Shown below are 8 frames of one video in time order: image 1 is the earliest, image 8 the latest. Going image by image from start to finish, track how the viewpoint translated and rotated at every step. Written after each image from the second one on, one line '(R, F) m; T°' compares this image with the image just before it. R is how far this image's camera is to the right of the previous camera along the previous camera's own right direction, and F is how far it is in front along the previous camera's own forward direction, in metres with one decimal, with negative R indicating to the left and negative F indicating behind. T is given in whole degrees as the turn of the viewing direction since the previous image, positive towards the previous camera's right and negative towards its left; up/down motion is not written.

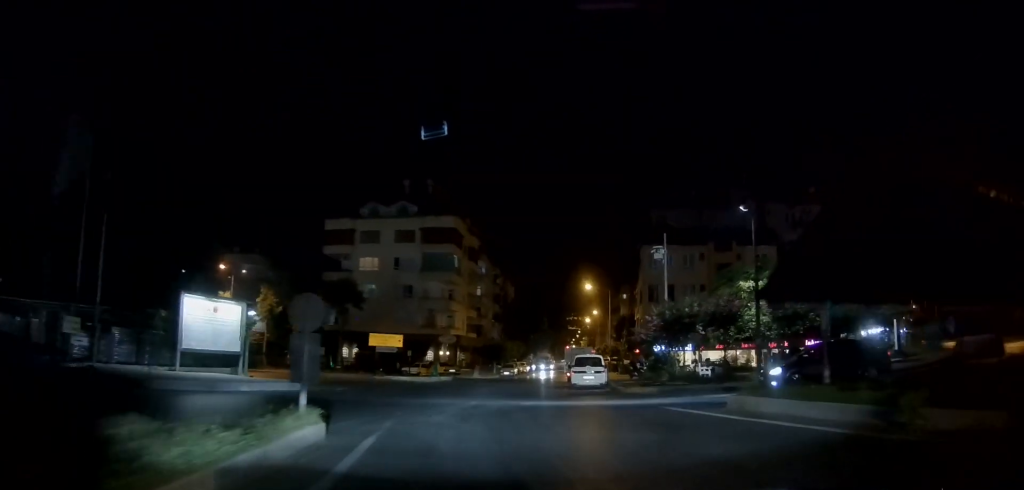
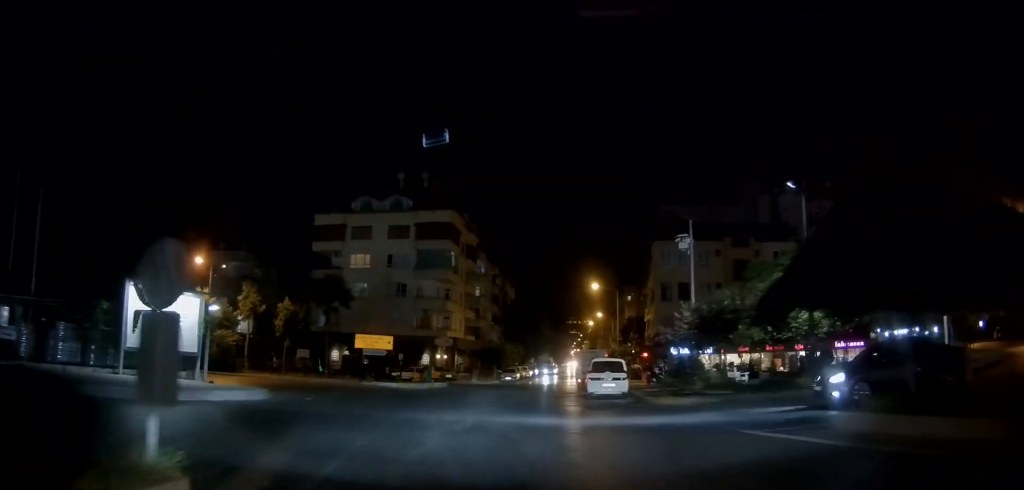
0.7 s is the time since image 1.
(0.0, +4.2) m; -1°
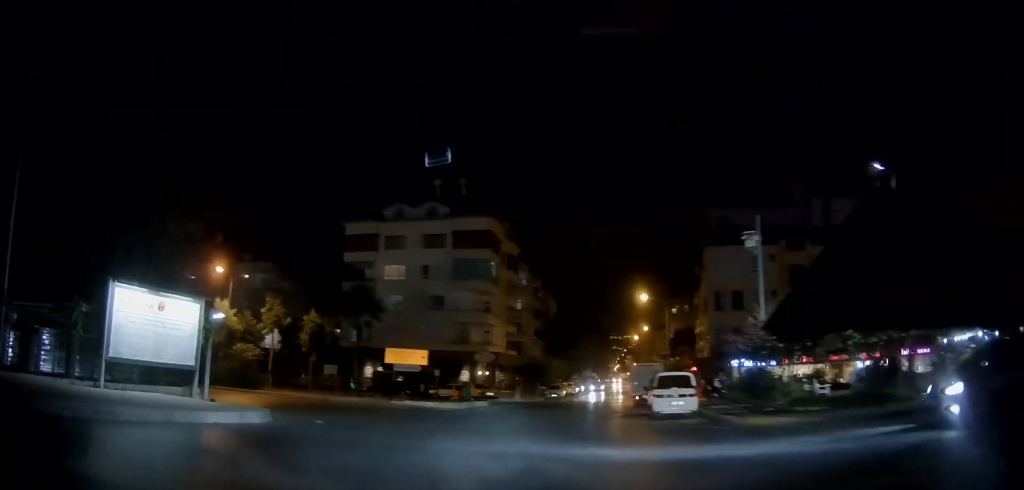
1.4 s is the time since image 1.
(+0.1, +3.5) m; -3°
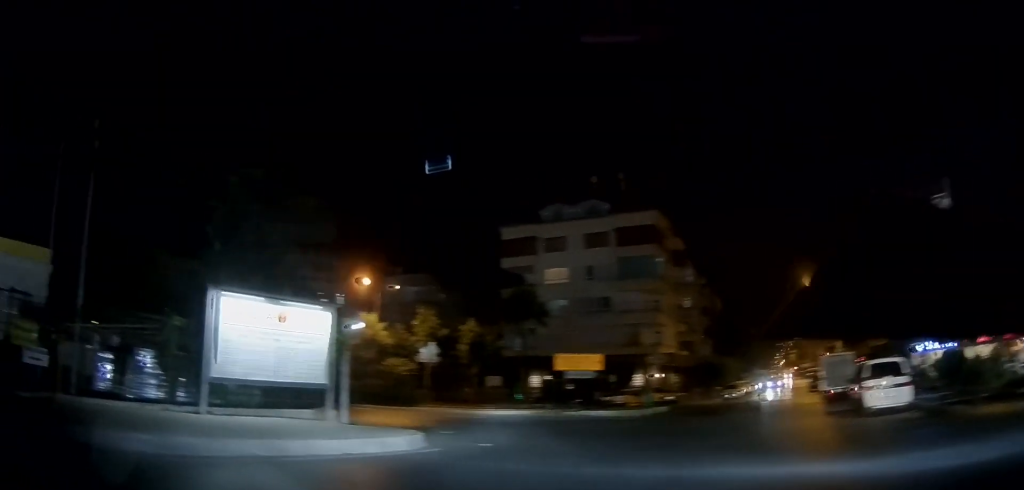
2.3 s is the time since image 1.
(-0.2, +3.6) m; -21°
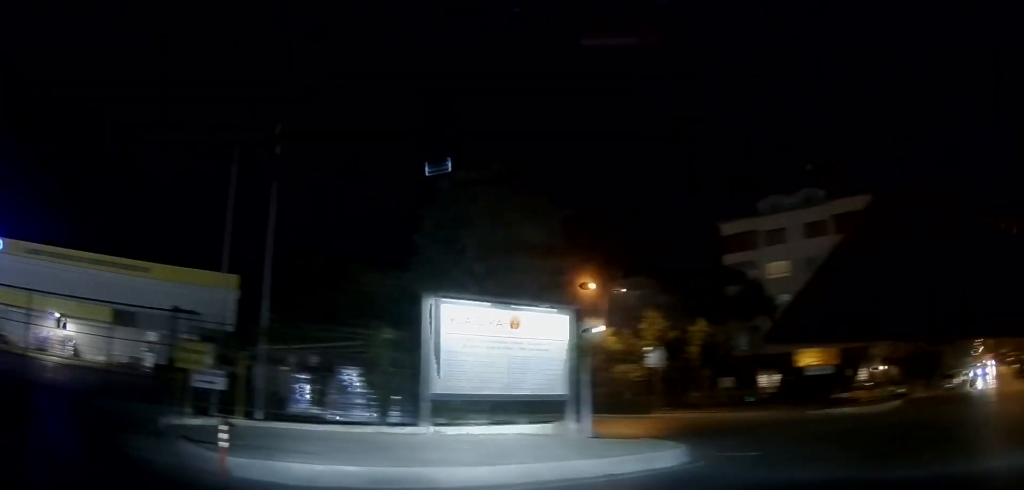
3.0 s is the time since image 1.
(-0.8, +1.8) m; -26°
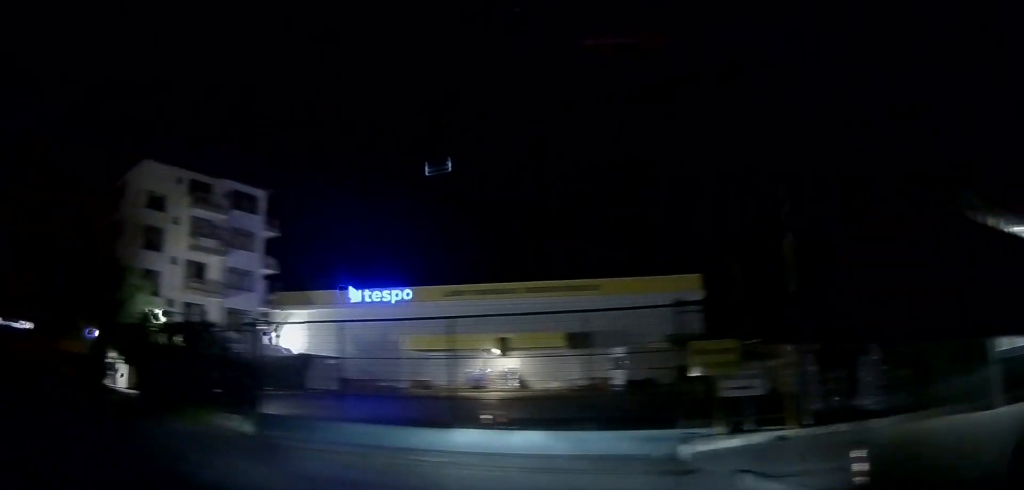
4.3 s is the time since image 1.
(-1.3, +3.3) m; -64°
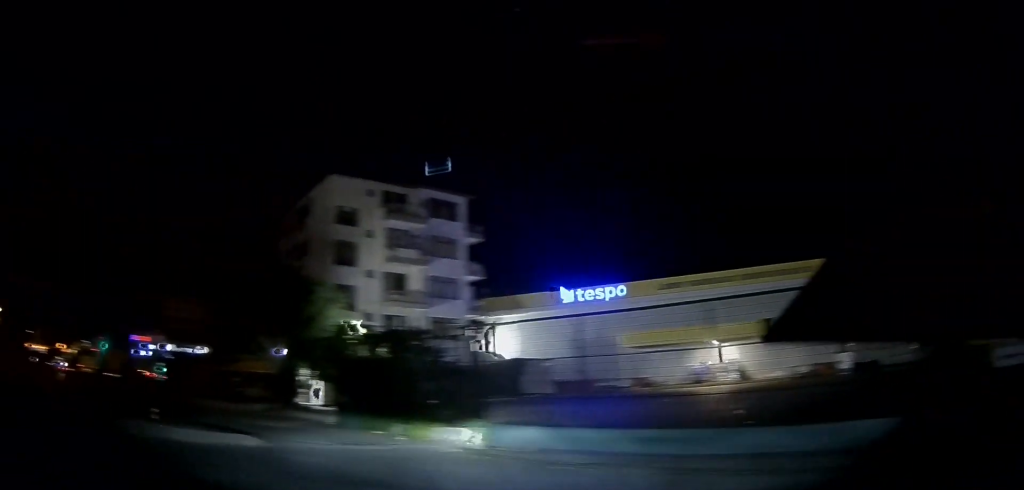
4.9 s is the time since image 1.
(-0.8, +1.4) m; -21°
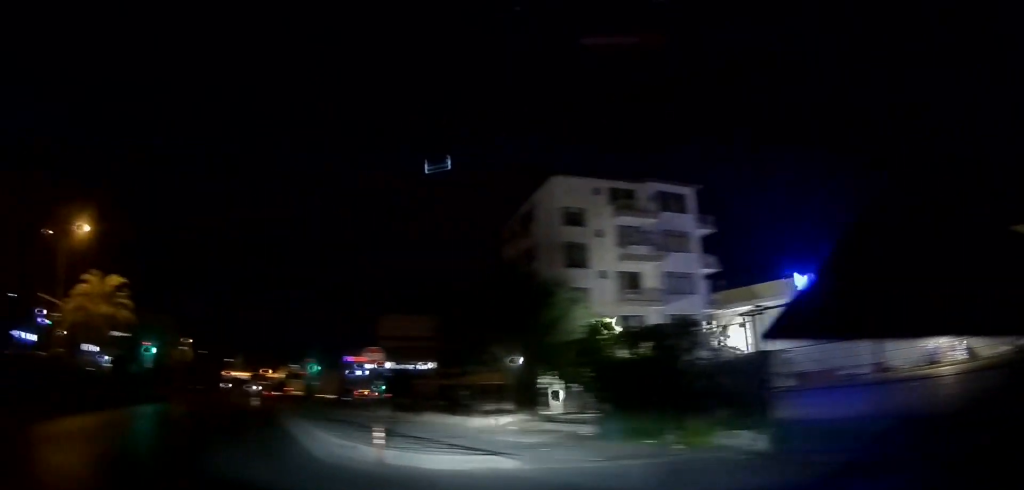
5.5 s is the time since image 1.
(-0.4, +1.7) m; -17°
